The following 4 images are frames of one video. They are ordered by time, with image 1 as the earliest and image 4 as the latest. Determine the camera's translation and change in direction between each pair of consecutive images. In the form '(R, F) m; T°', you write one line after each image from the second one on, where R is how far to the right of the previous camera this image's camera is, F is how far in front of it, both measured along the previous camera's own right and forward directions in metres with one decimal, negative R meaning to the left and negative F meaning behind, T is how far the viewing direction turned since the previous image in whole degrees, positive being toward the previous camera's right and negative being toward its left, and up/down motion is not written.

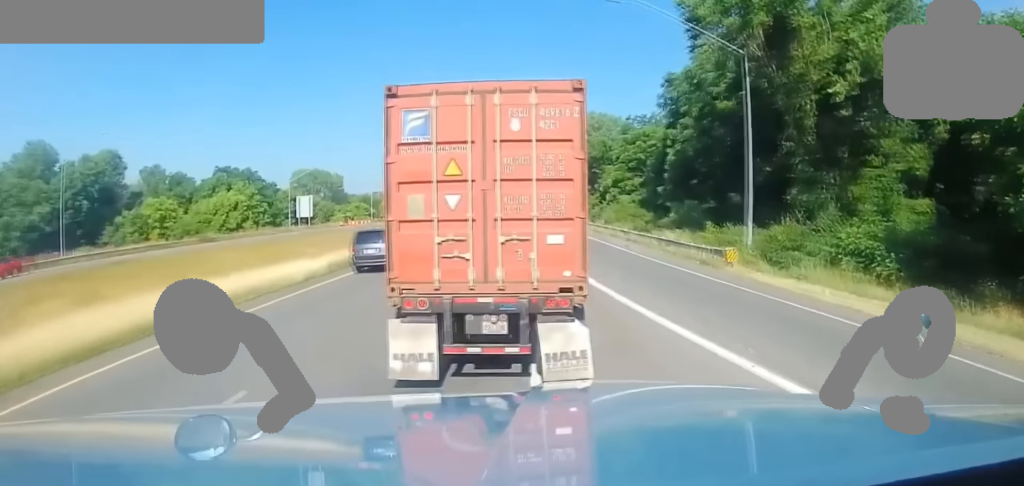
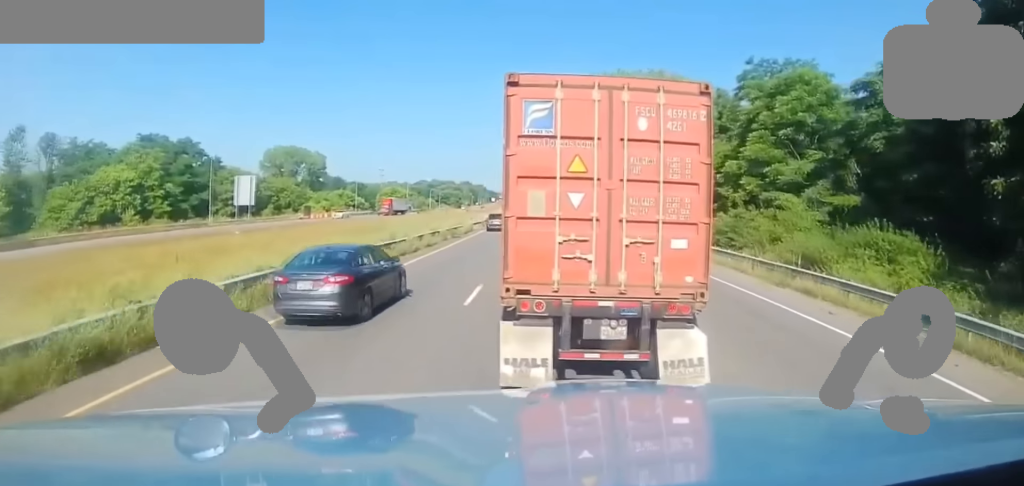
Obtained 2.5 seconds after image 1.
(-0.6, +38.2) m; -2°
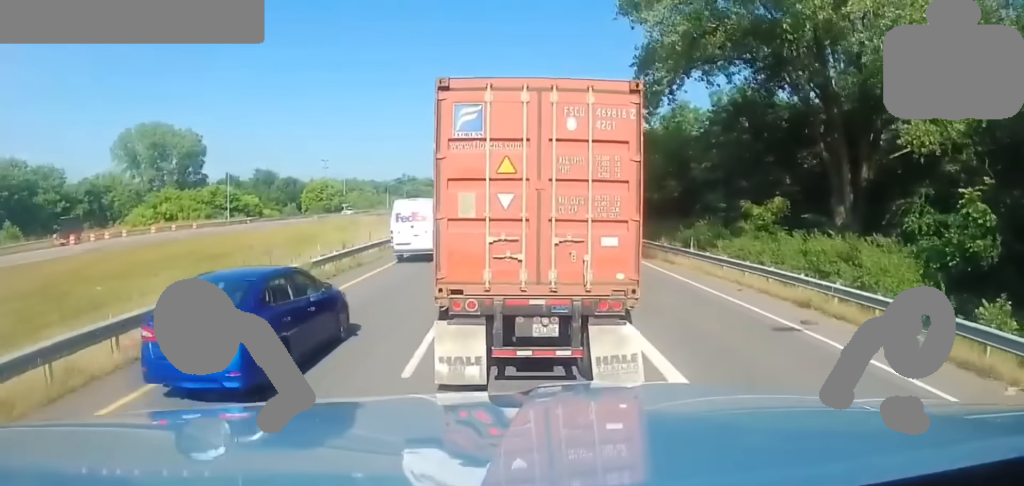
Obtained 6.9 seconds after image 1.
(+2.5, +53.3) m; -1°
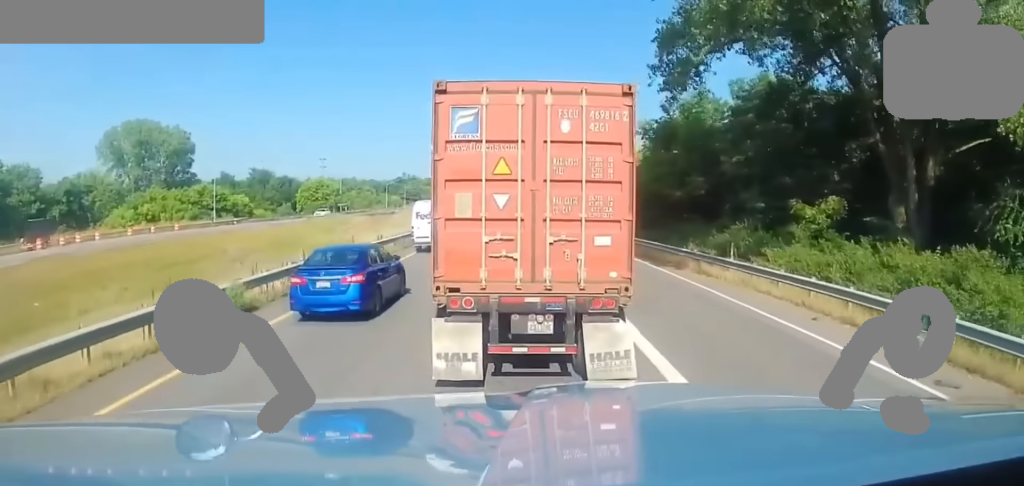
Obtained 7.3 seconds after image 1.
(+0.1, +4.6) m; 0°
